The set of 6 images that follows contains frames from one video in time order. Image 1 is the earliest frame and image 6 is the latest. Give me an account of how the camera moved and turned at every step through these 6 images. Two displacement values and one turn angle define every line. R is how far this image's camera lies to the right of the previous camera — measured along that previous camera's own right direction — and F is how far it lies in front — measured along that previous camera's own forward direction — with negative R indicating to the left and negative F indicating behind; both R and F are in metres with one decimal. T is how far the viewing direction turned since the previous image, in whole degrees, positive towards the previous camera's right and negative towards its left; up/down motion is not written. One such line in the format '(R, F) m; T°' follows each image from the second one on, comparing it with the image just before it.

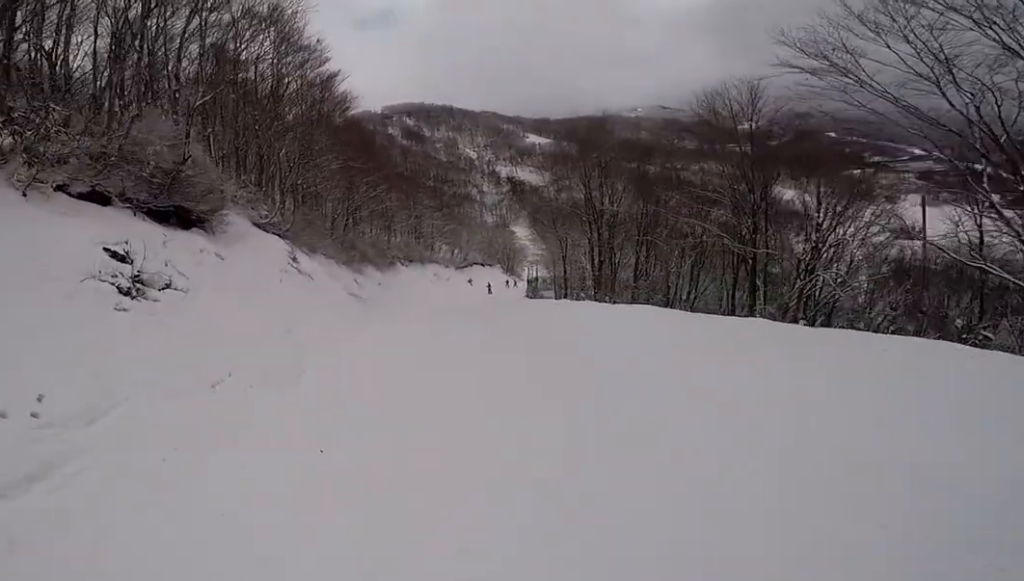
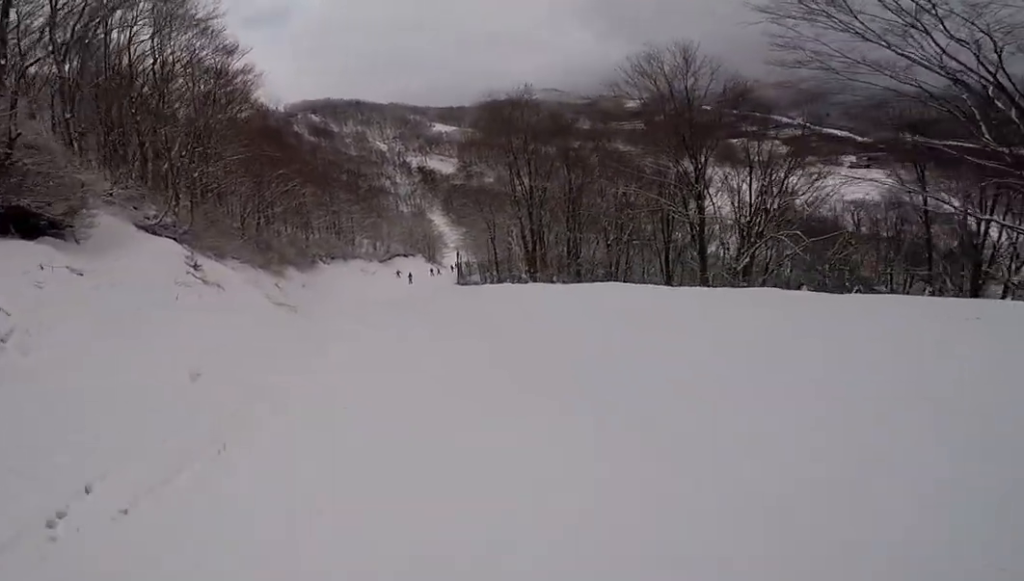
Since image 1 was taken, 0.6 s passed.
(+0.3, +2.6) m; +12°
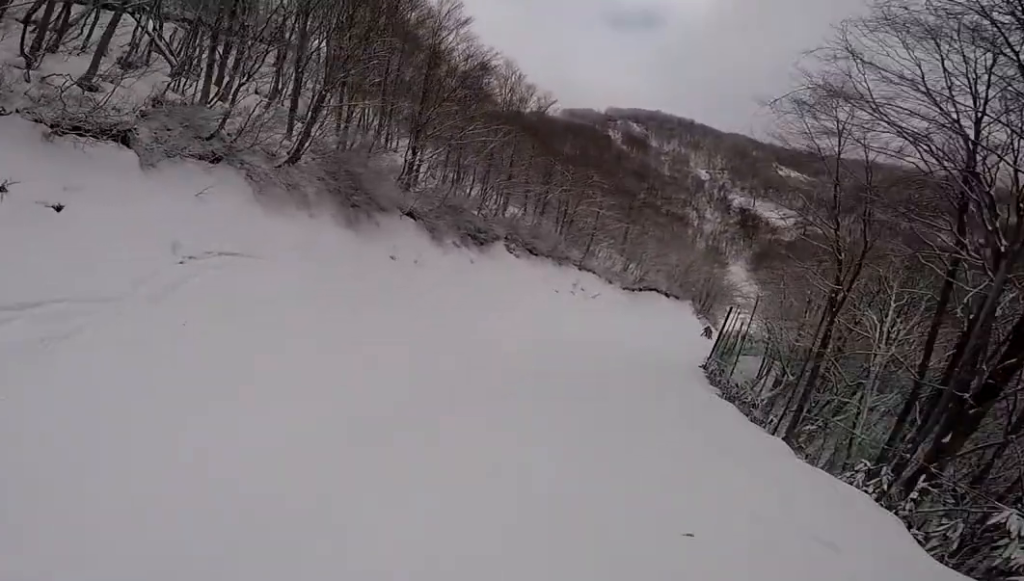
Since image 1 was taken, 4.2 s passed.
(+1.3, +16.0) m; -28°
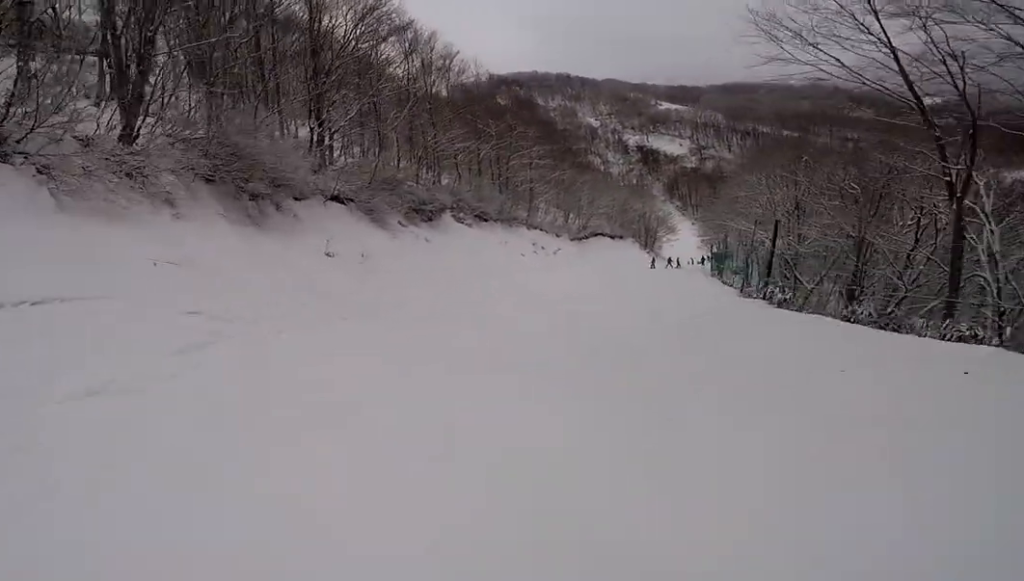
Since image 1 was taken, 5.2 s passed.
(-0.9, +5.1) m; +2°
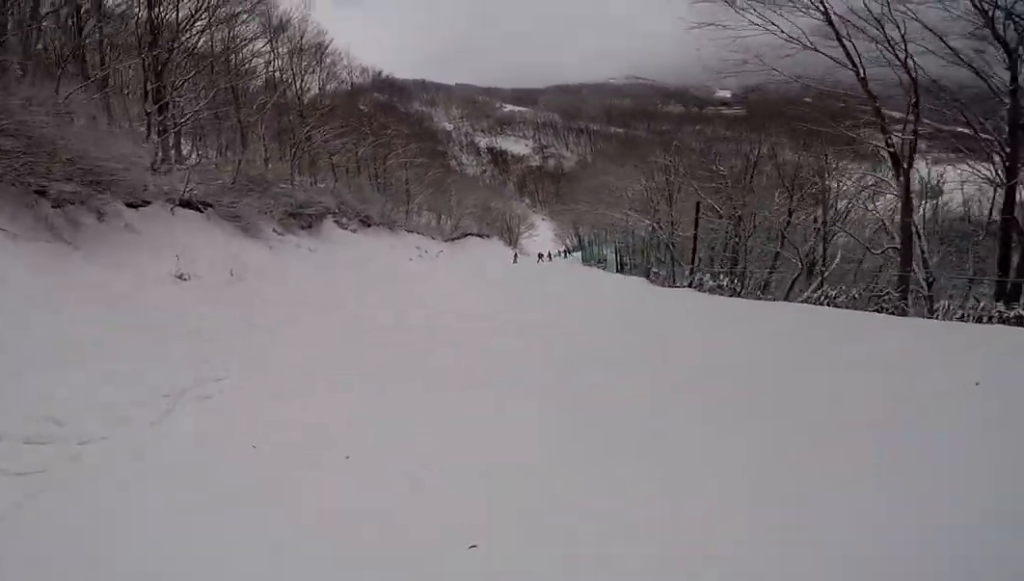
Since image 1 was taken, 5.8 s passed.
(0.0, +3.0) m; +20°
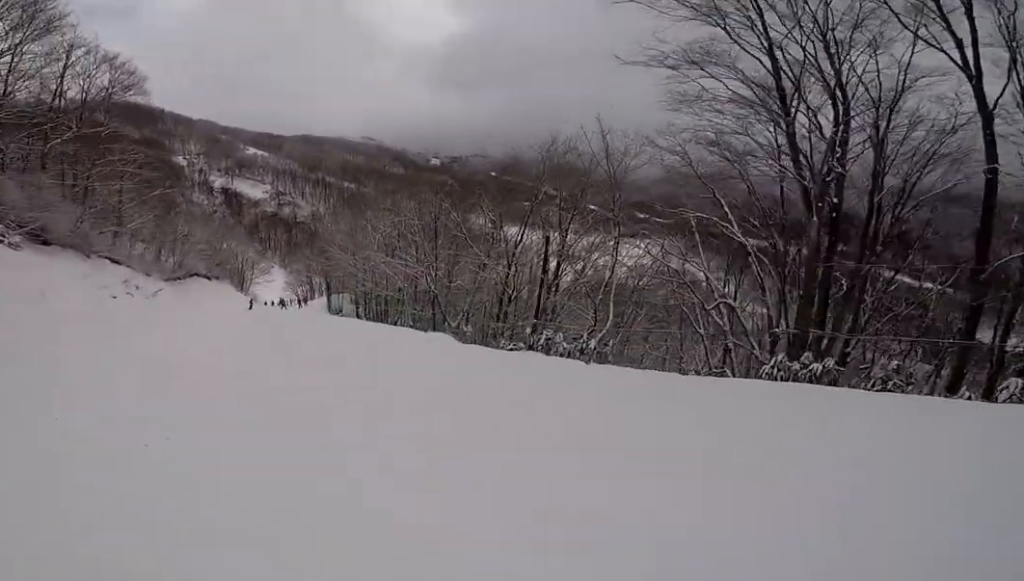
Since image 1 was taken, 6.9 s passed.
(+2.3, +5.4) m; +15°
